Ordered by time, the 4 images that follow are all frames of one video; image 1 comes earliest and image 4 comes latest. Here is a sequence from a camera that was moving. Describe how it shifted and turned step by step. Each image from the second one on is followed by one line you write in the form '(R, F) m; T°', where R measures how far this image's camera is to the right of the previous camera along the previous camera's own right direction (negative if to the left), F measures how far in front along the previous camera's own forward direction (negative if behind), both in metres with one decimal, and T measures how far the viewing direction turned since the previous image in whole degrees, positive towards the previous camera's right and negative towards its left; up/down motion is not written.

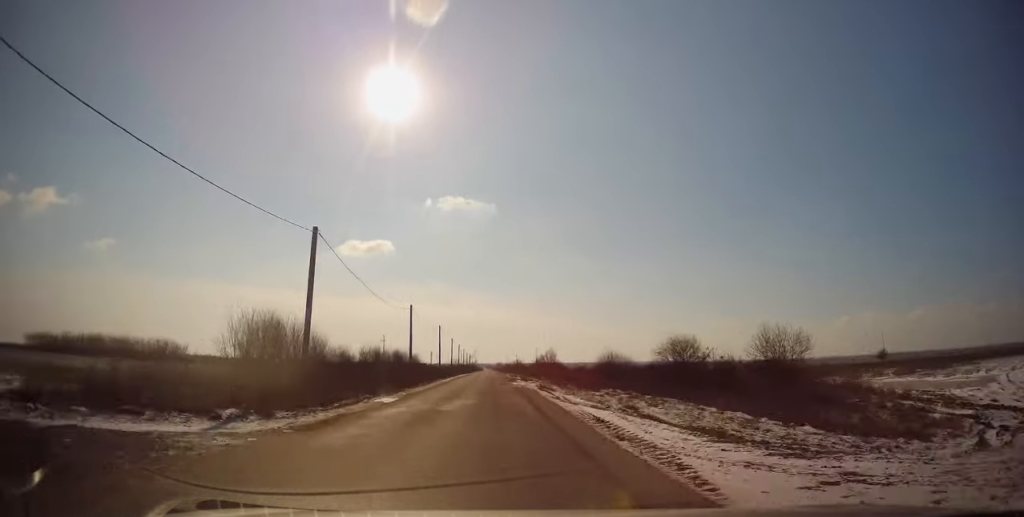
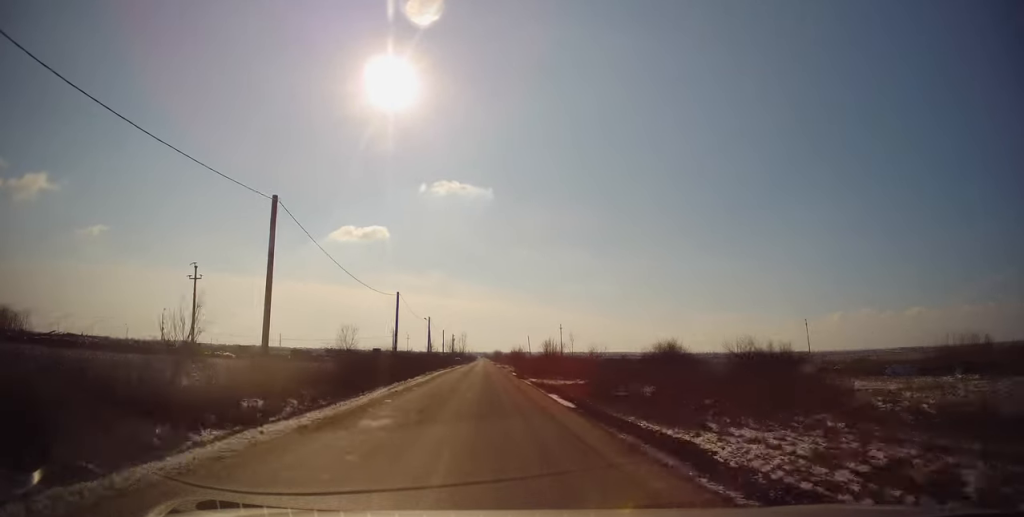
(+0.8, +103.2) m; +1°
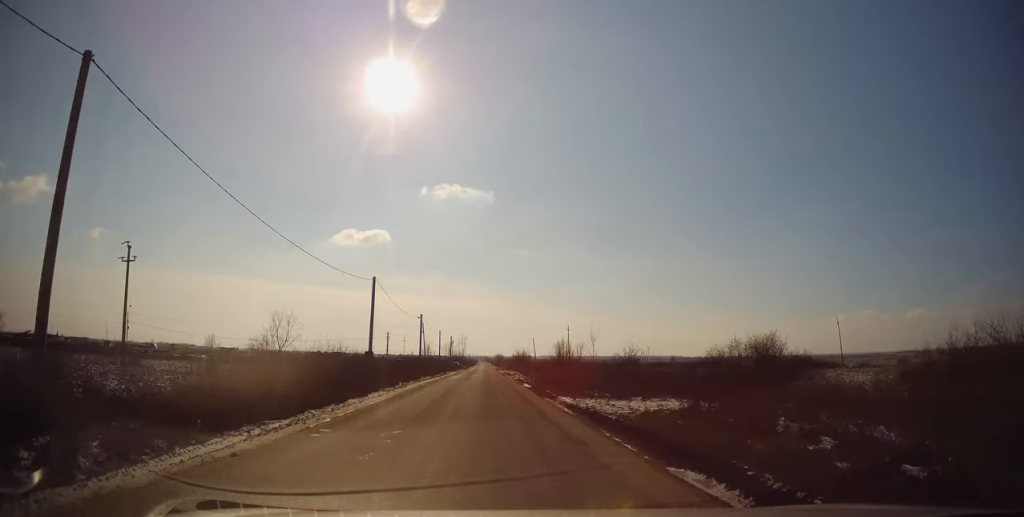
(+0.1, +12.5) m; 0°
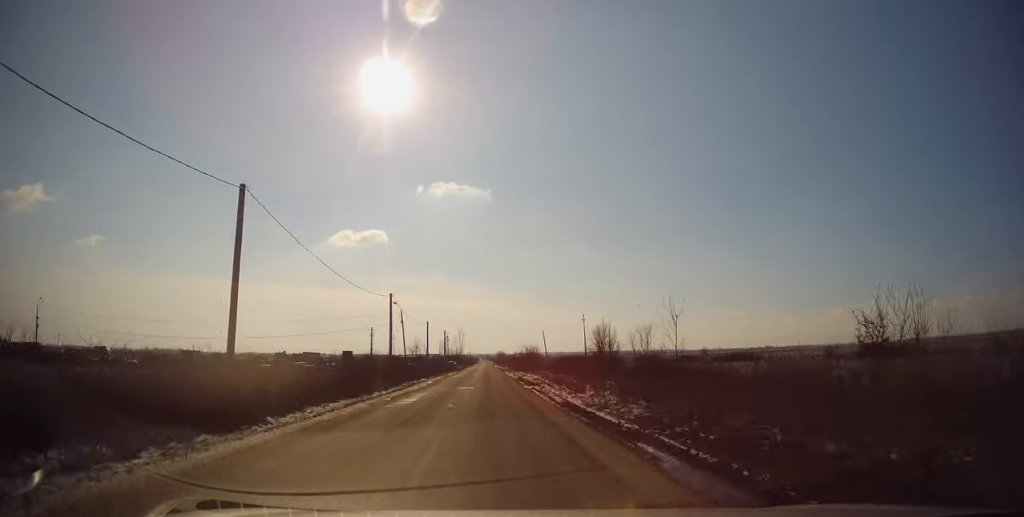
(+0.1, +24.1) m; 0°
